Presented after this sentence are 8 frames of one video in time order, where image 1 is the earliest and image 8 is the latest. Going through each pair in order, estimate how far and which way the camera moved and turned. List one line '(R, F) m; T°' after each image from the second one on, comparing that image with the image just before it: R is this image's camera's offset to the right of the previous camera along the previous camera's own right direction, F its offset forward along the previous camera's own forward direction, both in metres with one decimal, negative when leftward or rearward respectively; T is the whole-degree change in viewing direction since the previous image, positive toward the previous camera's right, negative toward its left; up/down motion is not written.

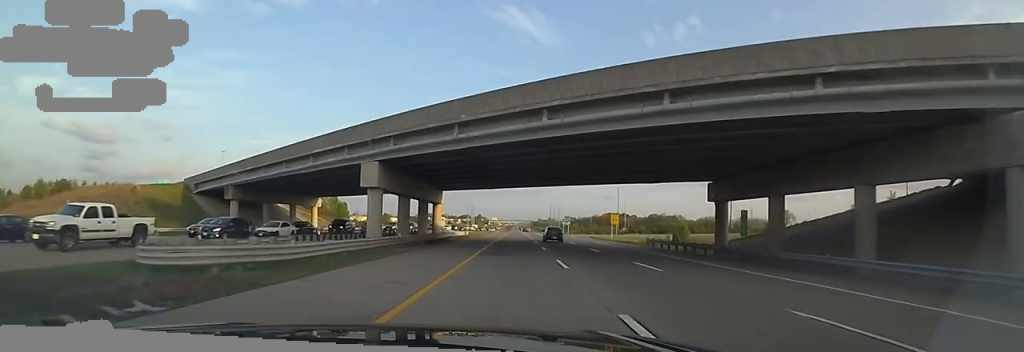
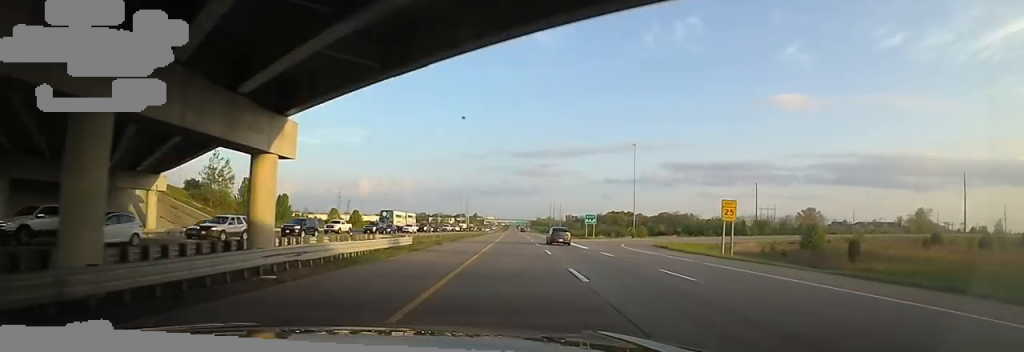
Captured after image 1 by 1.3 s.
(-1.0, +39.1) m; -1°
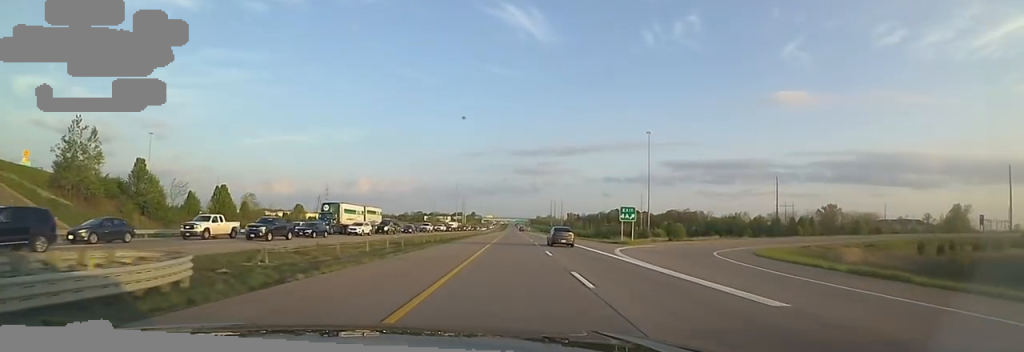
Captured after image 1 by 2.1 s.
(+0.1, +25.5) m; +1°
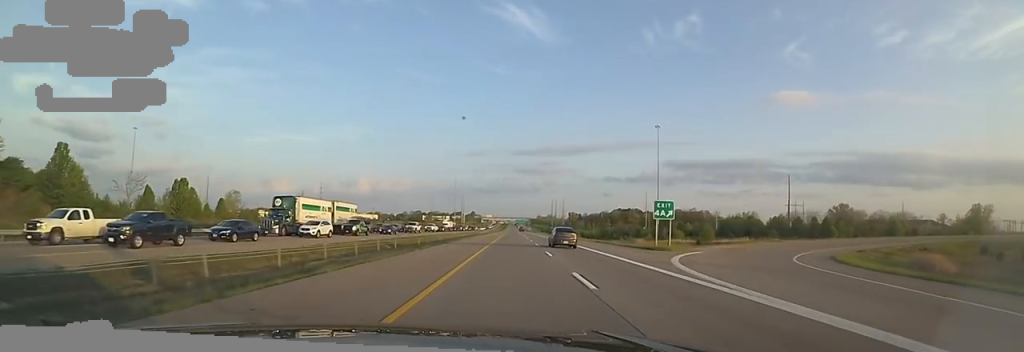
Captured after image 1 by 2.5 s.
(-0.1, +12.4) m; 0°
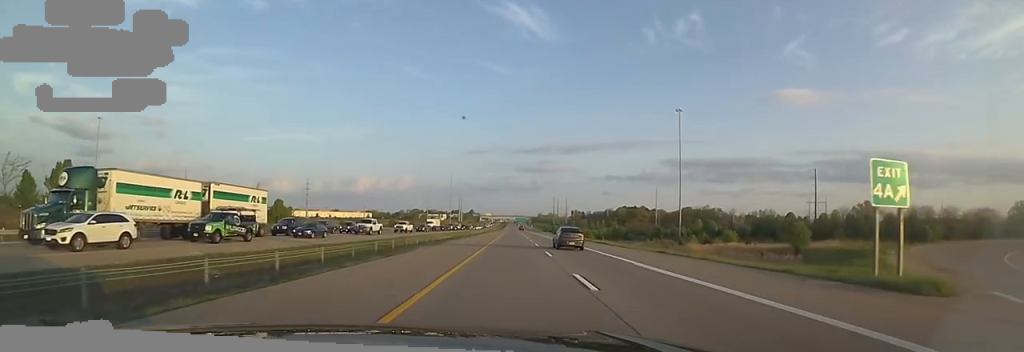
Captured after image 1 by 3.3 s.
(+0.3, +25.3) m; 0°
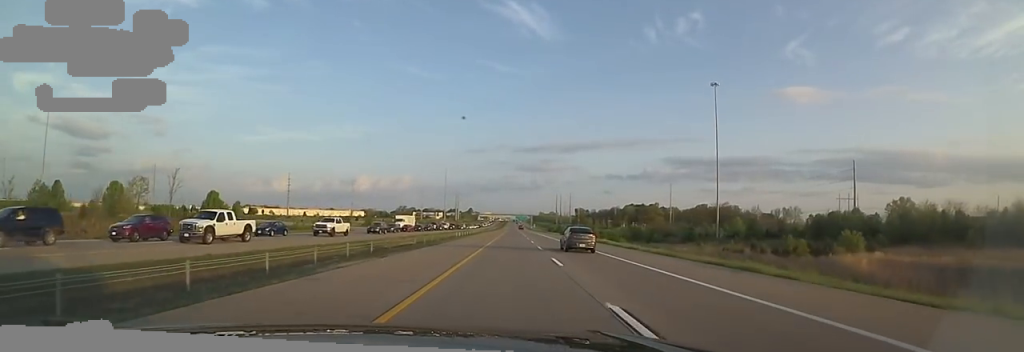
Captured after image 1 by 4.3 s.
(-0.1, +30.8) m; -1°
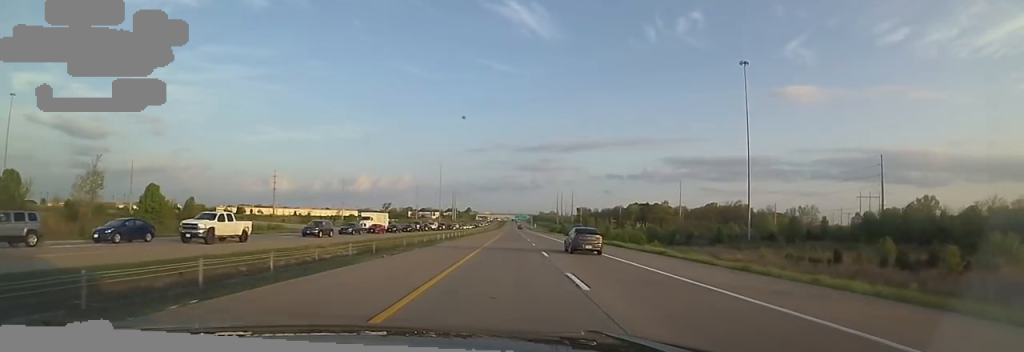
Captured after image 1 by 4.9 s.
(-0.2, +19.1) m; 0°
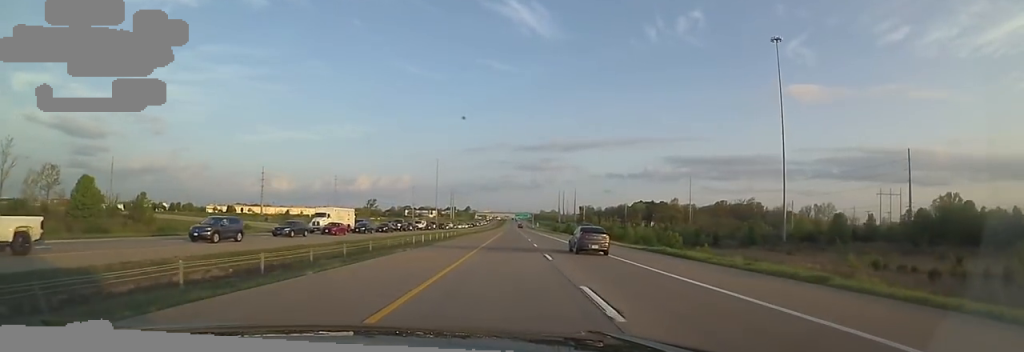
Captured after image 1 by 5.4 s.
(-0.5, +16.0) m; +1°
